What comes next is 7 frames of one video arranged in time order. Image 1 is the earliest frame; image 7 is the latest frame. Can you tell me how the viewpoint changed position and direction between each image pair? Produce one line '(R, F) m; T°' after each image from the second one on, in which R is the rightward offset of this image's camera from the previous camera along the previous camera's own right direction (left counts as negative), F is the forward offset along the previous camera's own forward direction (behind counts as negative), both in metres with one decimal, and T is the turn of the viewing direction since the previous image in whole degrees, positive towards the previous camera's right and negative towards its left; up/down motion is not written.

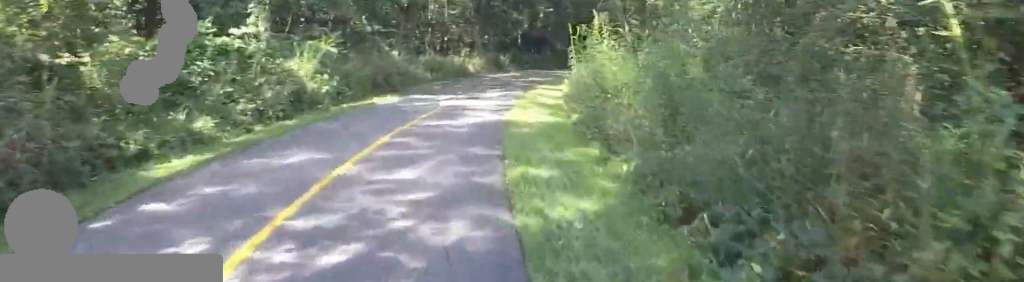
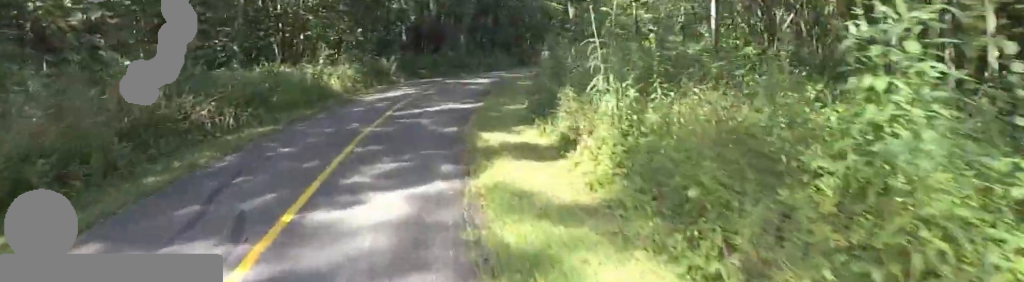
(-0.3, +12.3) m; +7°
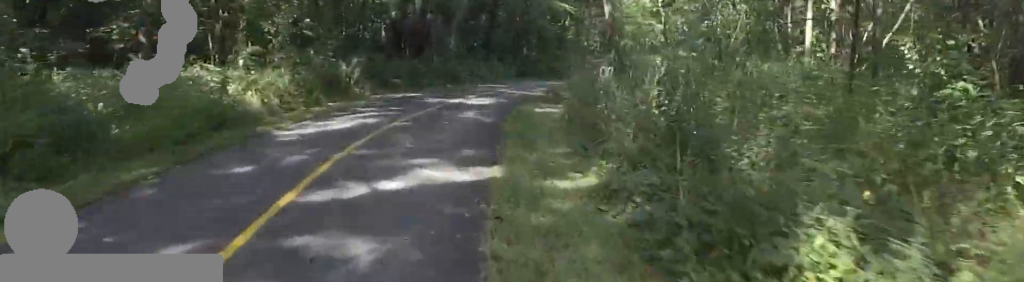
(+0.4, +6.4) m; +4°
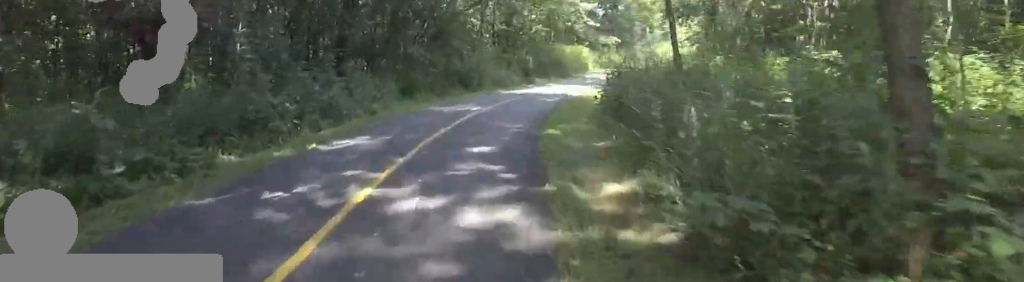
(+0.8, +12.3) m; +6°
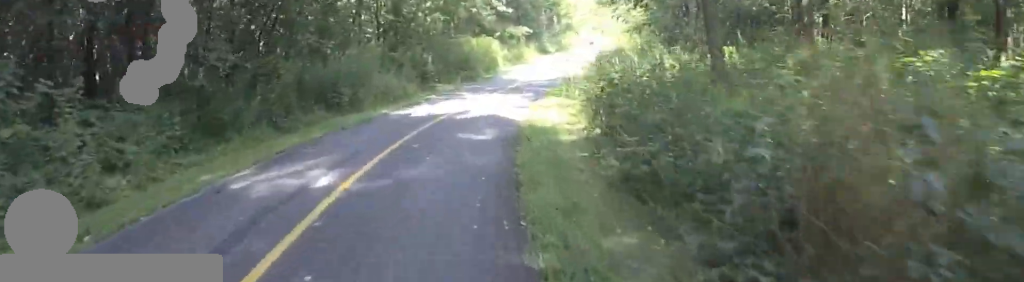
(-0.2, +7.1) m; +3°
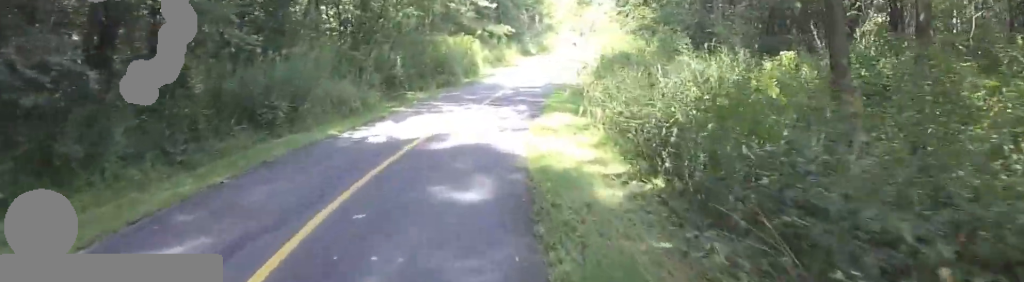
(+0.1, +3.3) m; +7°
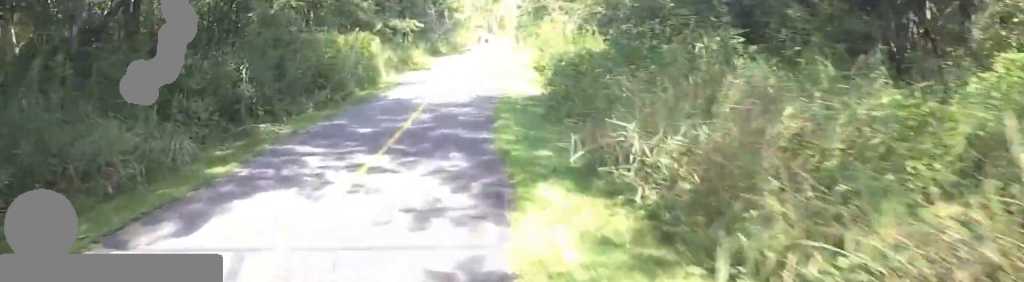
(+0.7, +6.0) m; +17°
